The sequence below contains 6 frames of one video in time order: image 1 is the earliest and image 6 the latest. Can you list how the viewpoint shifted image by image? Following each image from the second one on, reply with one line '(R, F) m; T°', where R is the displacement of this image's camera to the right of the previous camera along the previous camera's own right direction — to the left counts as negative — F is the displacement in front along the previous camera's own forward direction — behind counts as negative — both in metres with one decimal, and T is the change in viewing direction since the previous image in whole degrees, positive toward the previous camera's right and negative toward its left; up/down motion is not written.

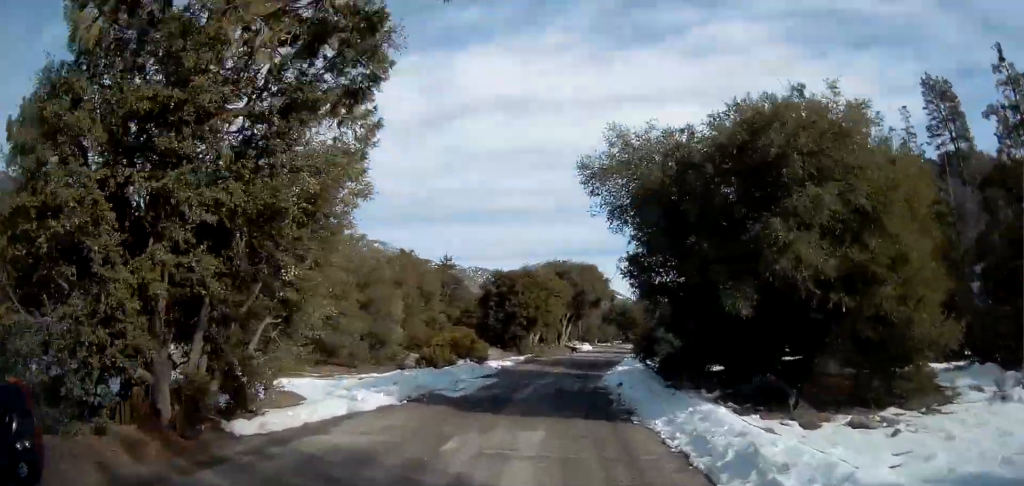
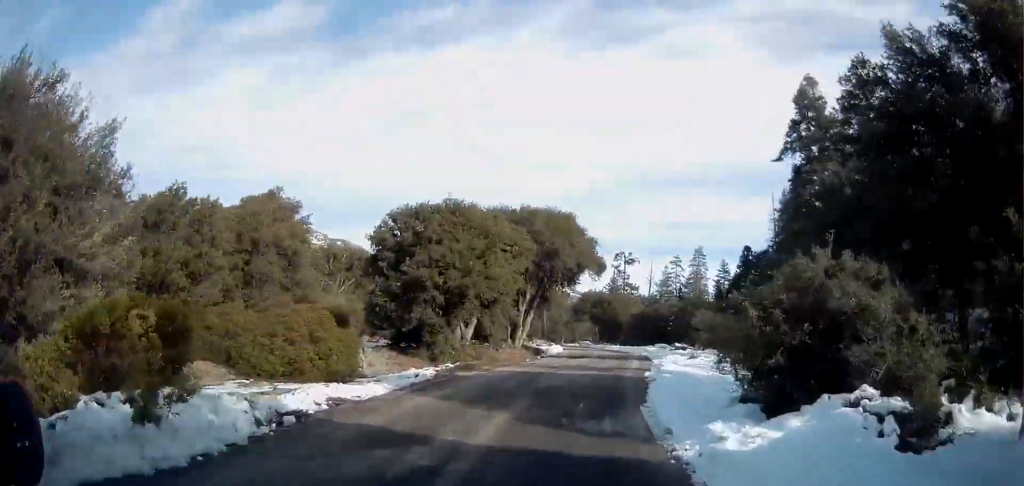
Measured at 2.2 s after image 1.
(+1.1, +26.5) m; +5°
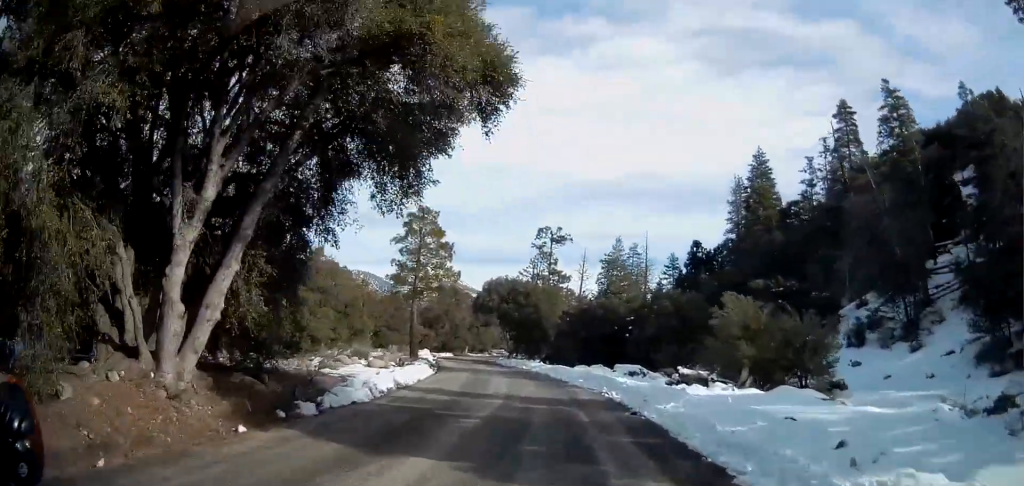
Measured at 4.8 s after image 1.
(+1.6, +31.4) m; +5°
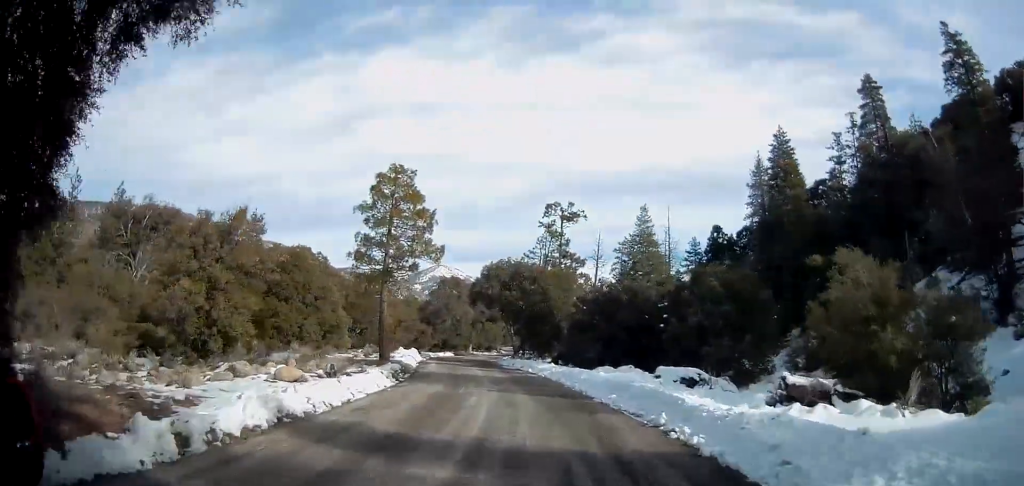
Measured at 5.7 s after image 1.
(+0.1, +10.4) m; 0°
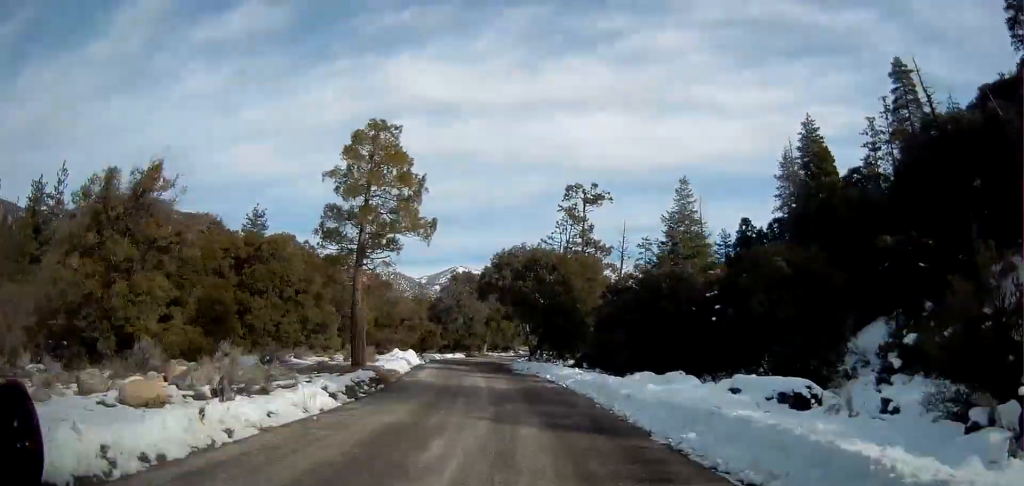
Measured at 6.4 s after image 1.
(+0.1, +8.0) m; -3°
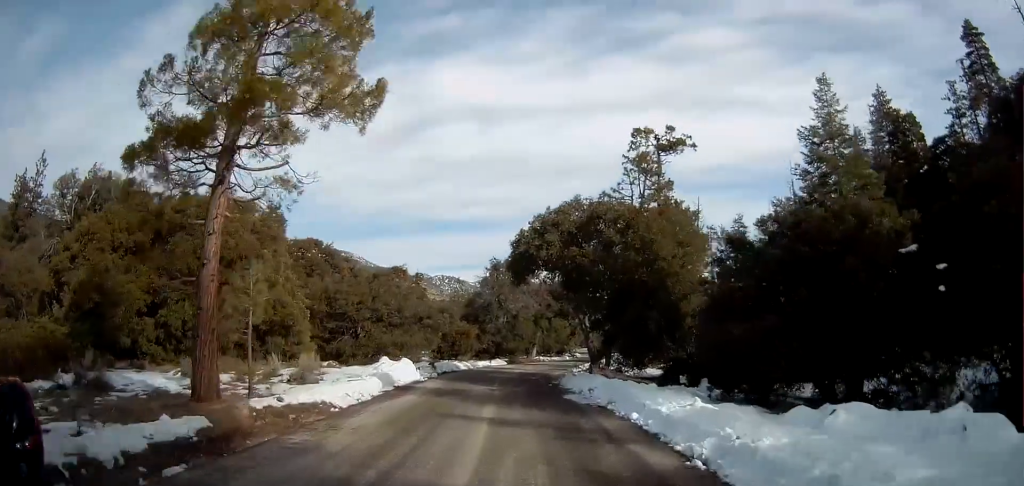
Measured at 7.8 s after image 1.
(-0.9, +15.4) m; -5°
